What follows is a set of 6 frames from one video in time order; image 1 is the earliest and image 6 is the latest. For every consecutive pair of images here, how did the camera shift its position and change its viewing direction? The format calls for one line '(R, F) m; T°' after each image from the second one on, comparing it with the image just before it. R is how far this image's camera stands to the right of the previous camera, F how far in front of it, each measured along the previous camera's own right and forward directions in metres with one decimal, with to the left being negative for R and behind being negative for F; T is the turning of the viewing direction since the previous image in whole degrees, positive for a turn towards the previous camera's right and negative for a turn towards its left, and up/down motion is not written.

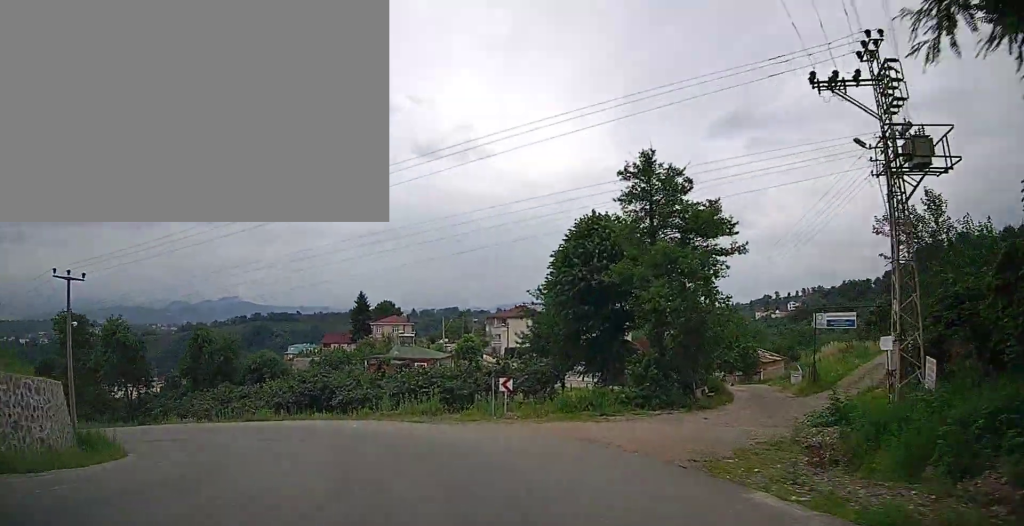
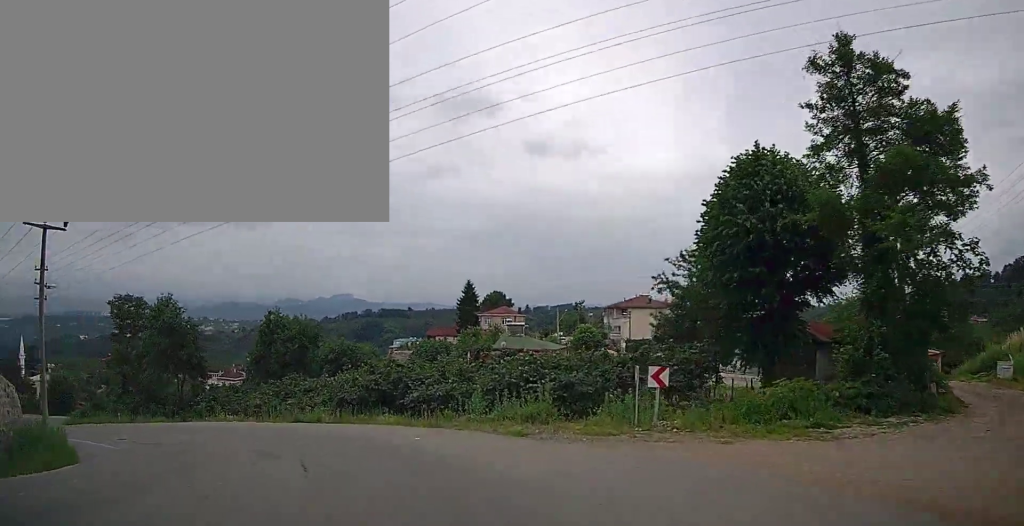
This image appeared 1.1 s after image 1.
(-0.6, +9.8) m; -10°
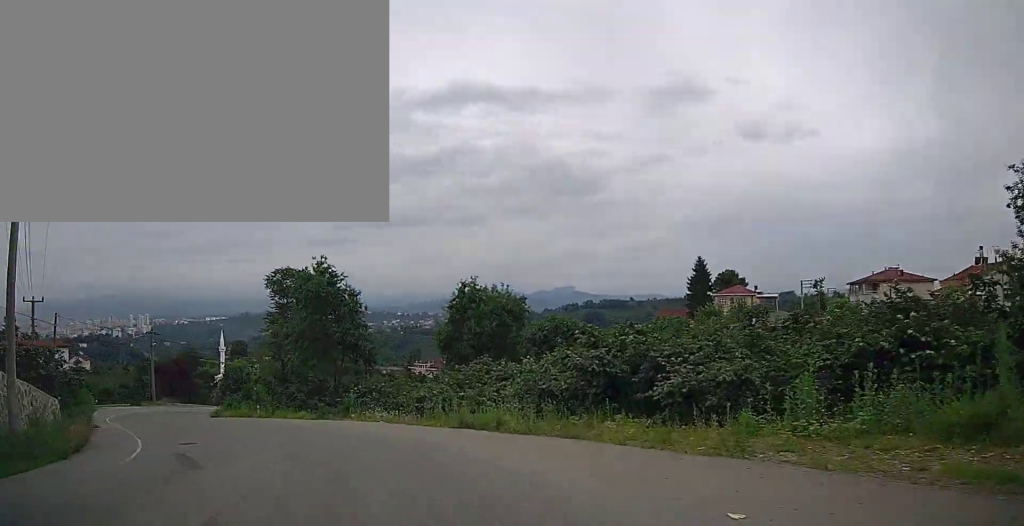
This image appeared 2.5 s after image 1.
(-2.3, +11.4) m; -25°
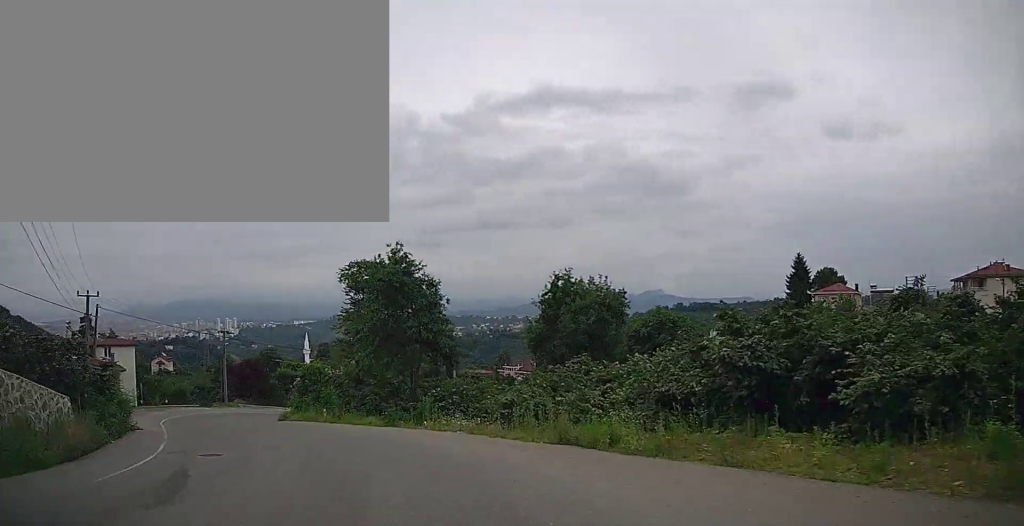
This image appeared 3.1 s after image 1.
(-0.3, +4.4) m; -10°
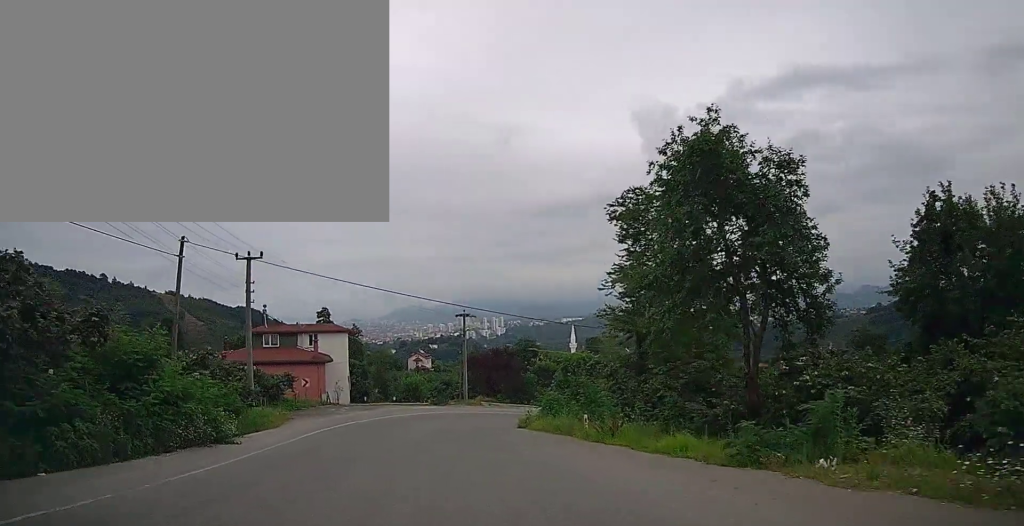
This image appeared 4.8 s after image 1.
(-3.2, +14.2) m; -26°
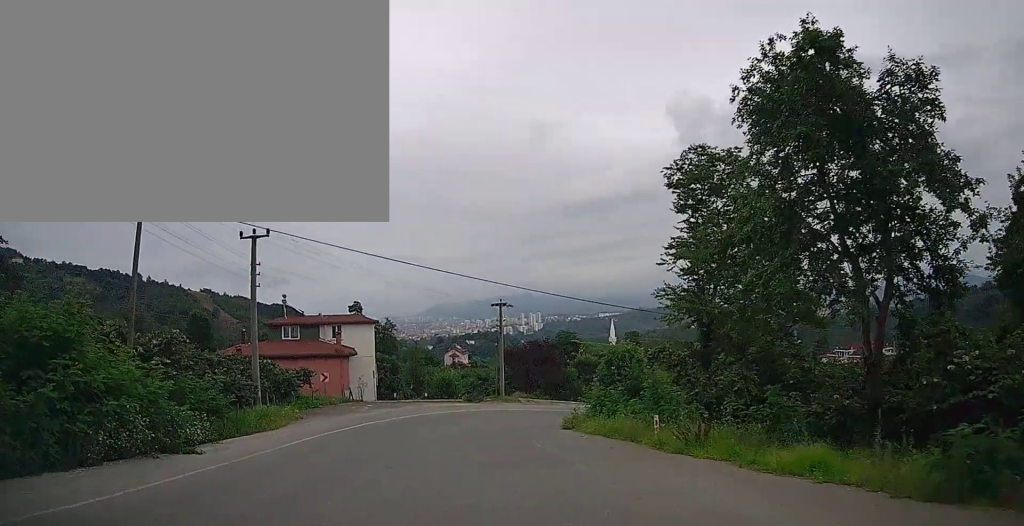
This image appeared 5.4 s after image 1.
(-0.6, +4.8) m; -6°
